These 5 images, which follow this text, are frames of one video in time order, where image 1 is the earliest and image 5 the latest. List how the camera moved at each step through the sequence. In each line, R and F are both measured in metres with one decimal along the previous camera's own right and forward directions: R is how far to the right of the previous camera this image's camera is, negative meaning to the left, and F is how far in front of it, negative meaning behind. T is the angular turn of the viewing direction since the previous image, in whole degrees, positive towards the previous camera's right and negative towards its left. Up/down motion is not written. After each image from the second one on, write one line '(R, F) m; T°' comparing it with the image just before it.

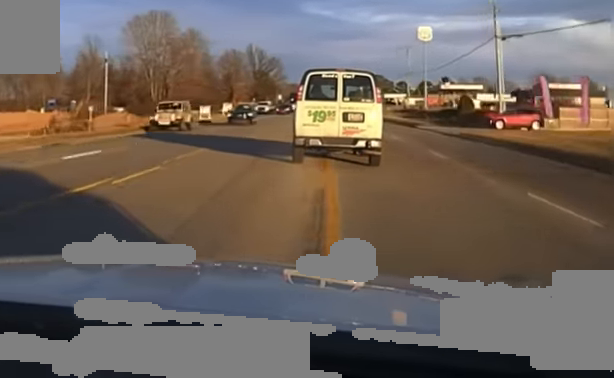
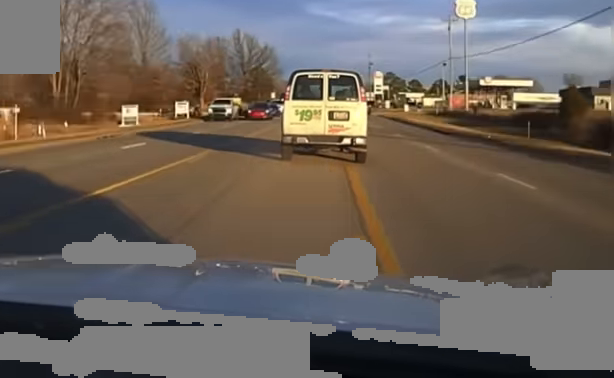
(0.0, +42.1) m; 0°
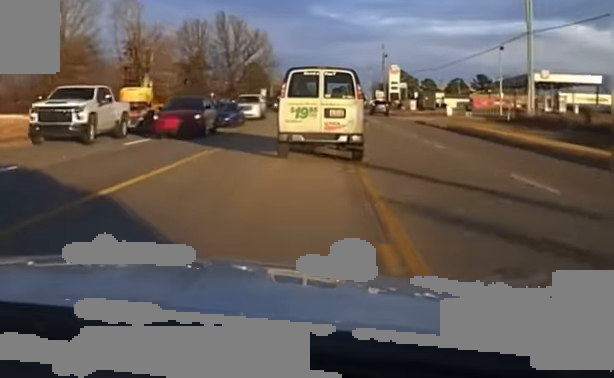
(0.0, +38.0) m; 0°
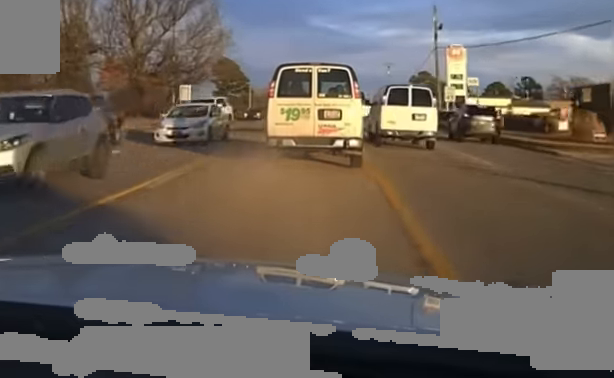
(0.0, +85.0) m; 0°
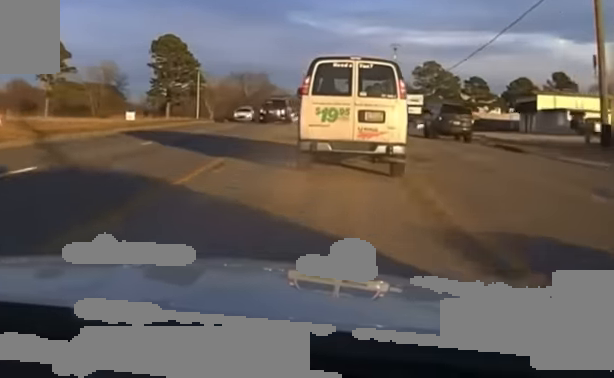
(+0.2, +63.0) m; +1°
